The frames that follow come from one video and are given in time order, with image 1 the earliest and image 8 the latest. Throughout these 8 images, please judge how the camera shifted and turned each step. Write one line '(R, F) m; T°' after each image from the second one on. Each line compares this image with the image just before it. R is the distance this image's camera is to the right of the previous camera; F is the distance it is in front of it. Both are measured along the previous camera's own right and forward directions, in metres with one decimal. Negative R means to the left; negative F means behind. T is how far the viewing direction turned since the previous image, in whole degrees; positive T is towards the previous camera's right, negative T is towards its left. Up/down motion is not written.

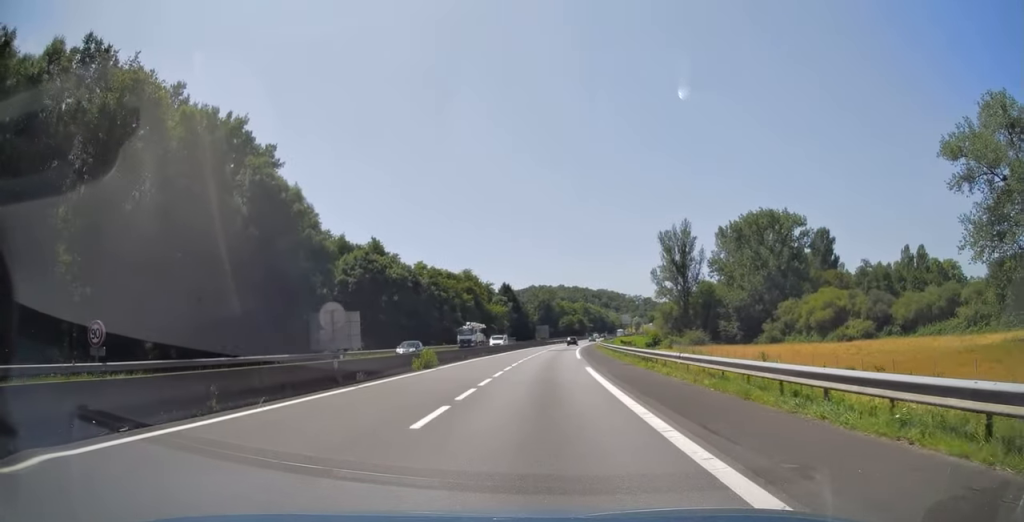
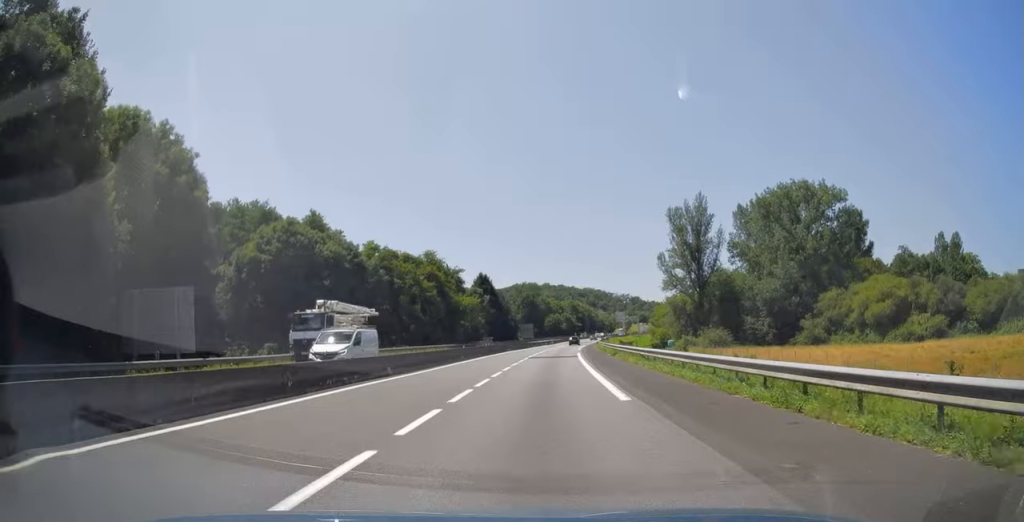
(+0.3, +27.3) m; +1°
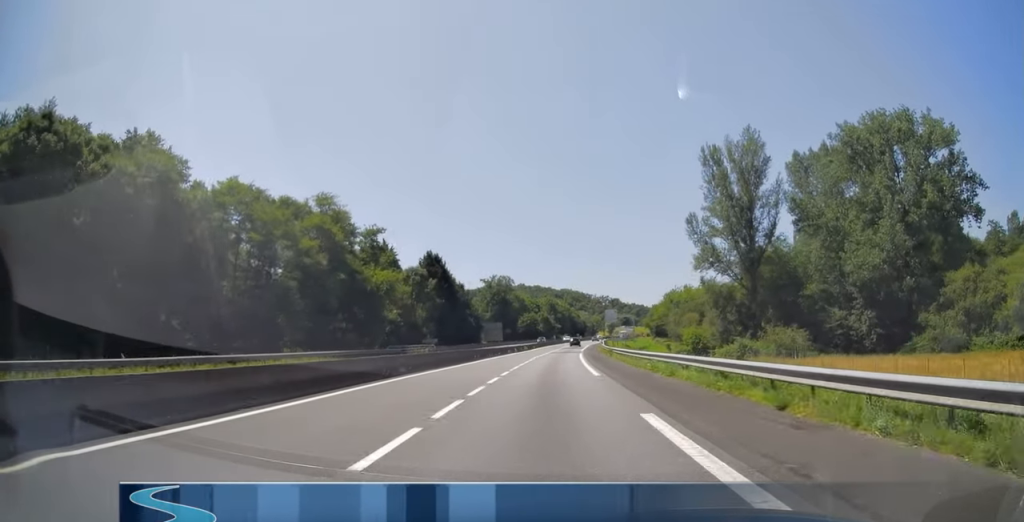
(0.0, +42.2) m; 0°
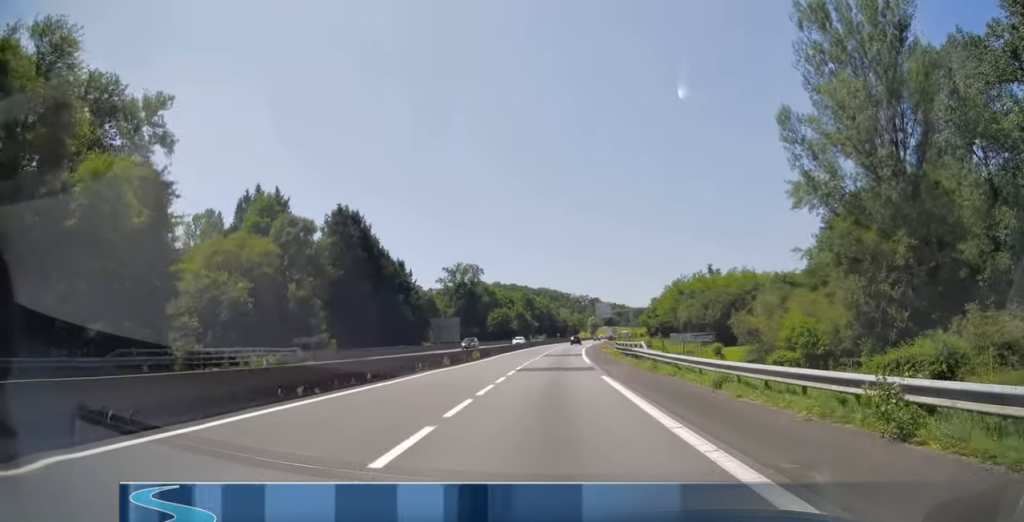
(0.0, +39.6) m; 0°
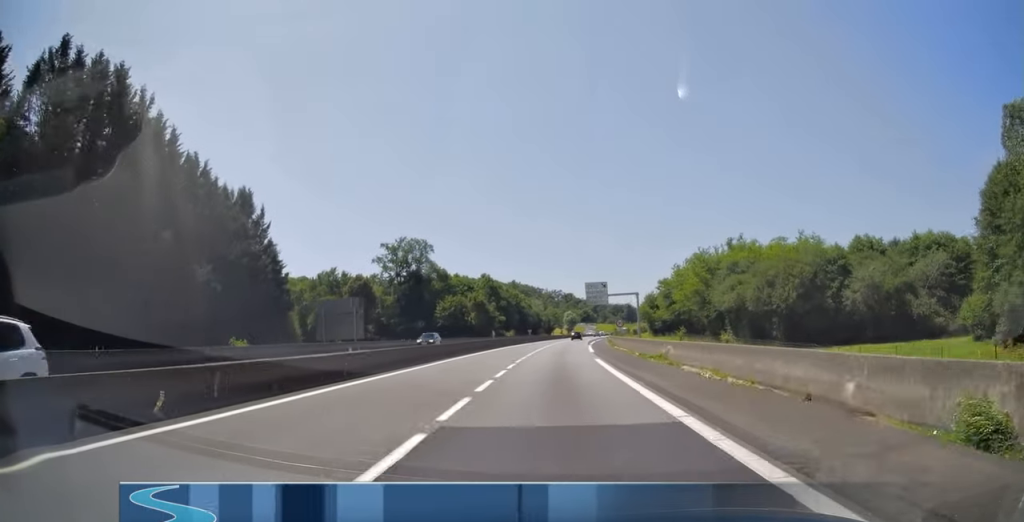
(0.0, +45.8) m; +2°
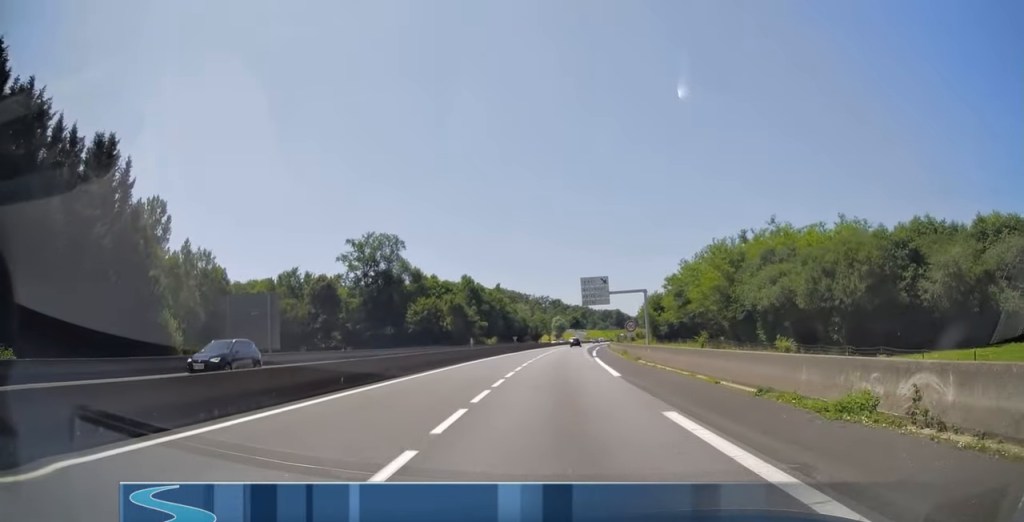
(+0.5, +18.5) m; +2°
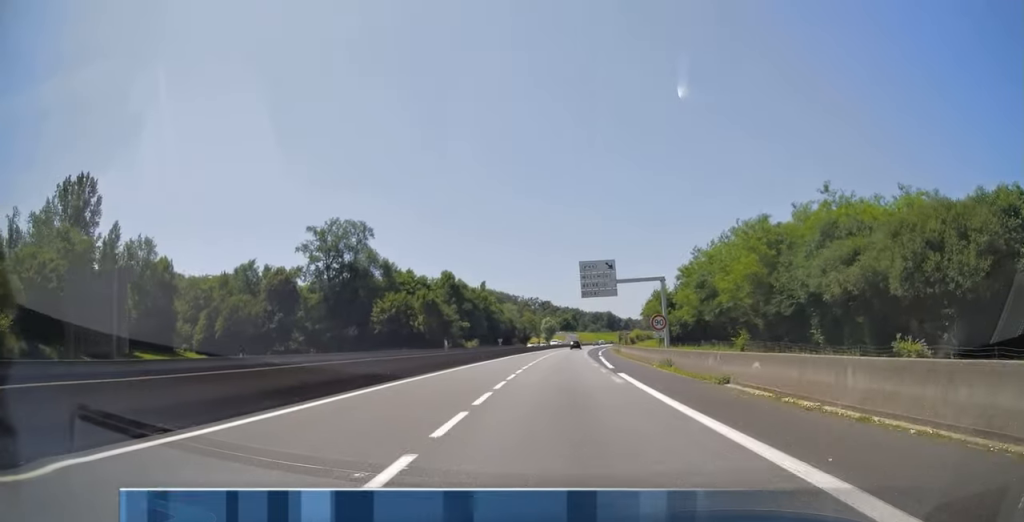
(+0.3, +18.0) m; +2°
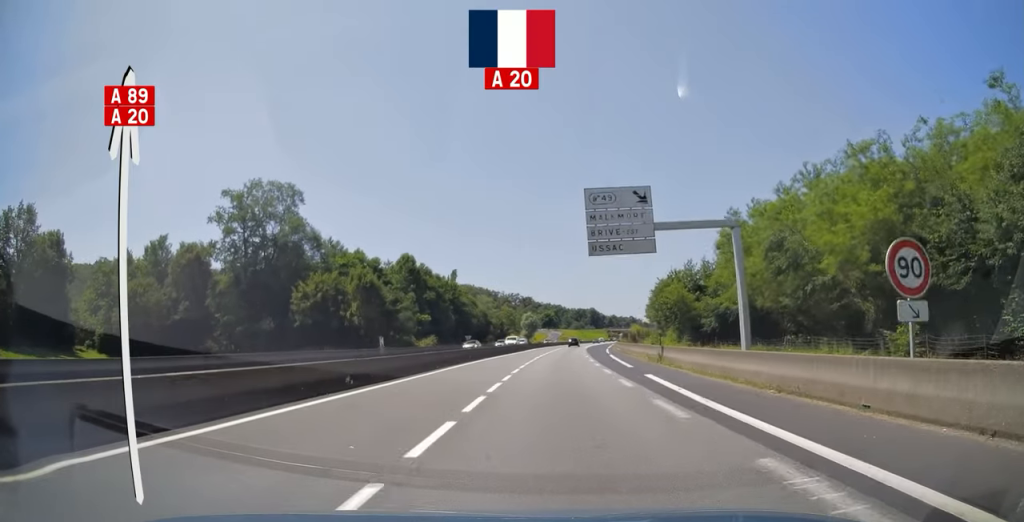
(+0.7, +28.3) m; +2°
